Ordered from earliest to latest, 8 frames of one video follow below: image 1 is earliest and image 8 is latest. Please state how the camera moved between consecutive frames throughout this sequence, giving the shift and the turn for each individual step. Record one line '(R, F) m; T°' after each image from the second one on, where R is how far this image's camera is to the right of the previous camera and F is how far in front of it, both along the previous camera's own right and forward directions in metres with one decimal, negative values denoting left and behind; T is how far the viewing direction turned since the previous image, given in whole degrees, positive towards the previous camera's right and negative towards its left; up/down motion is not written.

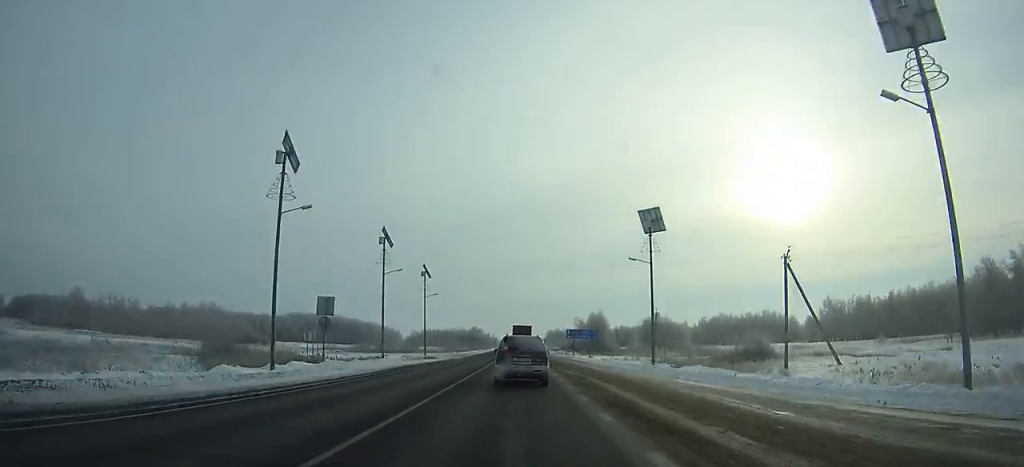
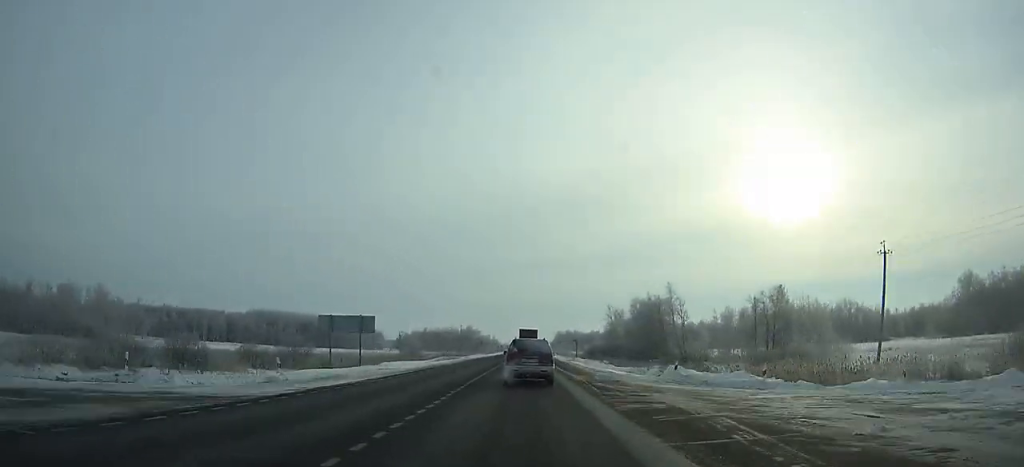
(-0.1, +79.6) m; 0°
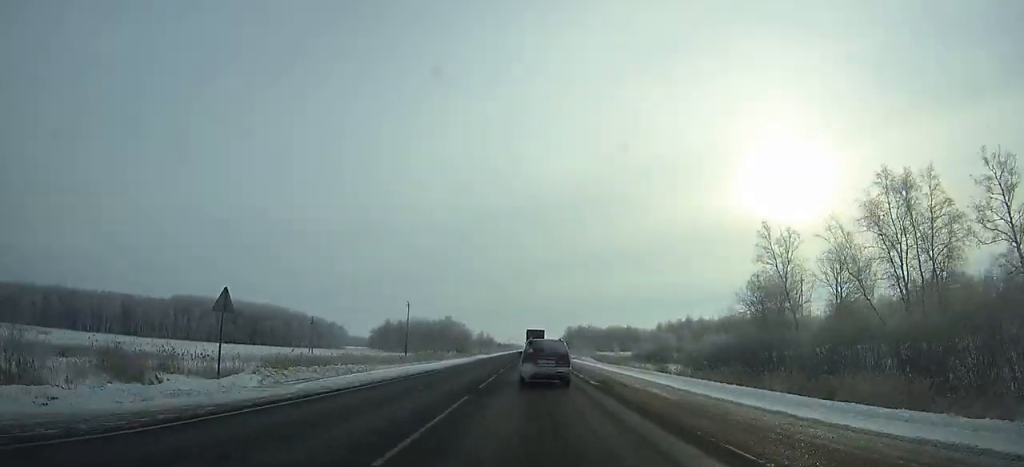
(+0.1, +107.1) m; 0°
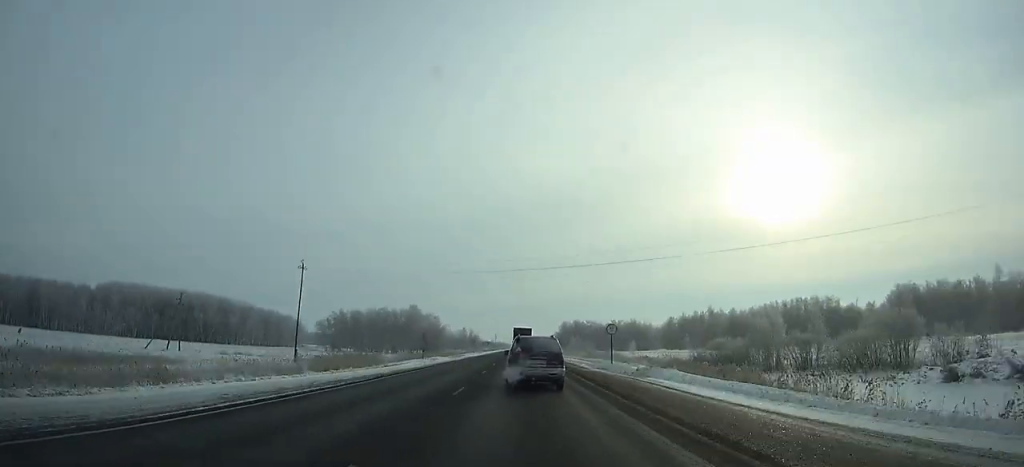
(0.0, +56.1) m; 0°
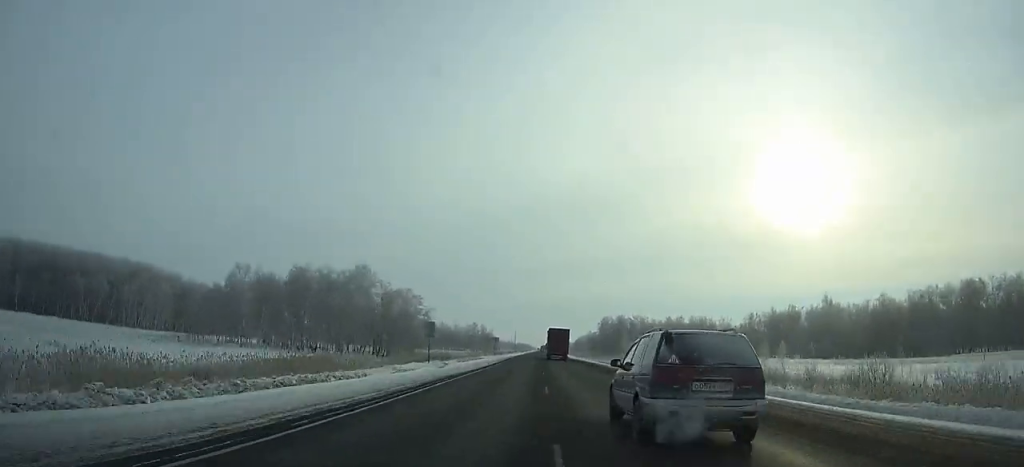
(-0.4, +84.0) m; +1°
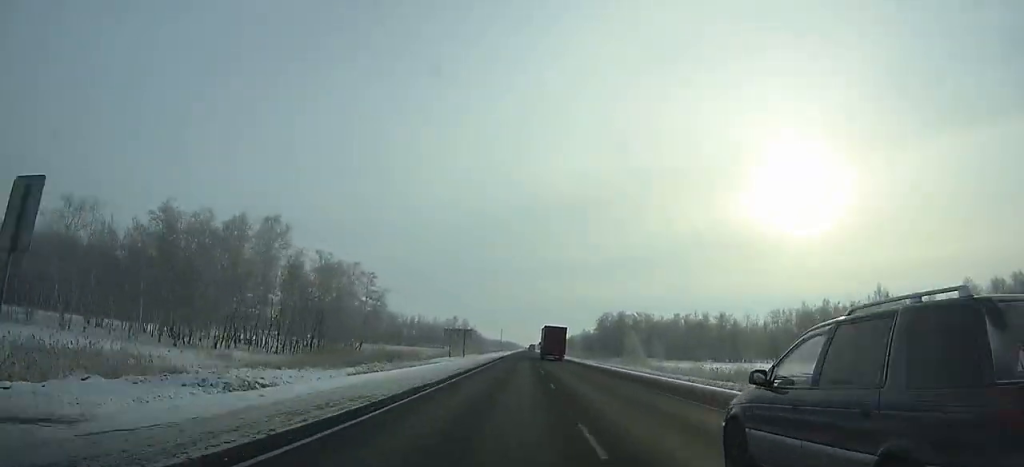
(+0.2, +33.6) m; +1°
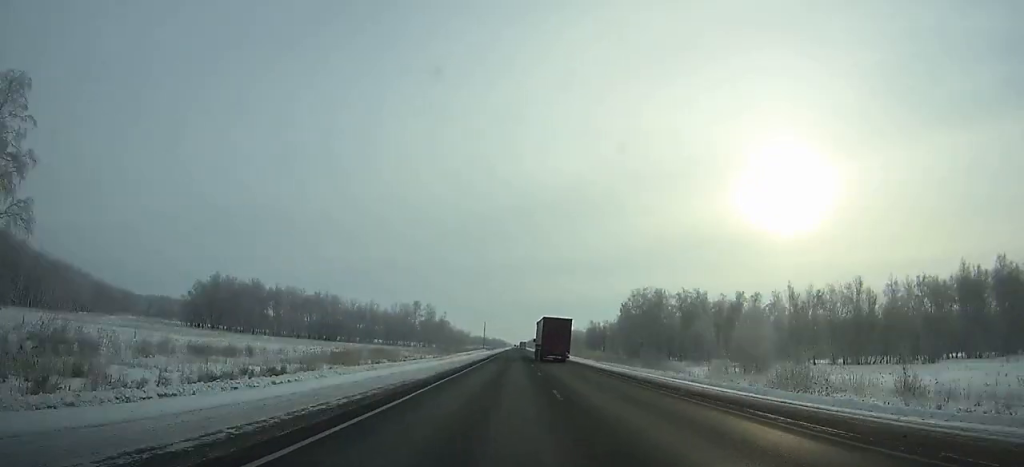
(+0.8, +73.1) m; +1°
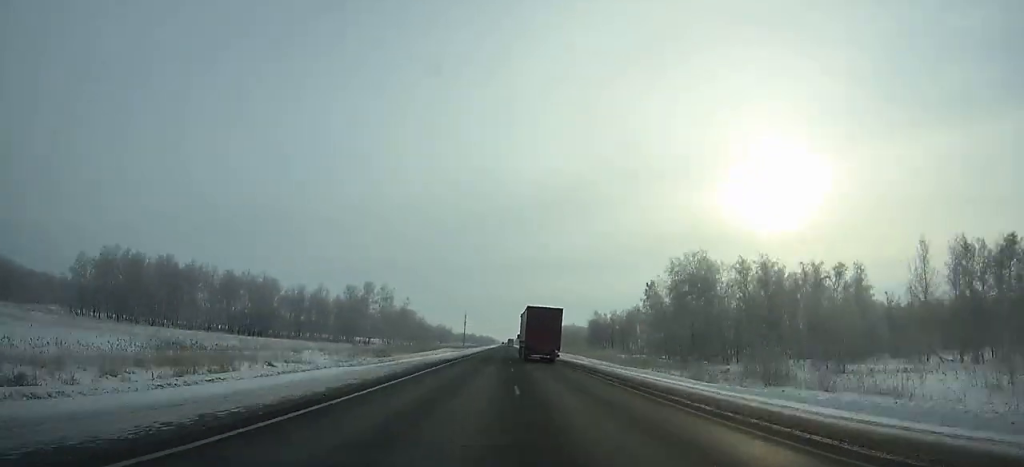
(+0.3, +45.0) m; 0°
